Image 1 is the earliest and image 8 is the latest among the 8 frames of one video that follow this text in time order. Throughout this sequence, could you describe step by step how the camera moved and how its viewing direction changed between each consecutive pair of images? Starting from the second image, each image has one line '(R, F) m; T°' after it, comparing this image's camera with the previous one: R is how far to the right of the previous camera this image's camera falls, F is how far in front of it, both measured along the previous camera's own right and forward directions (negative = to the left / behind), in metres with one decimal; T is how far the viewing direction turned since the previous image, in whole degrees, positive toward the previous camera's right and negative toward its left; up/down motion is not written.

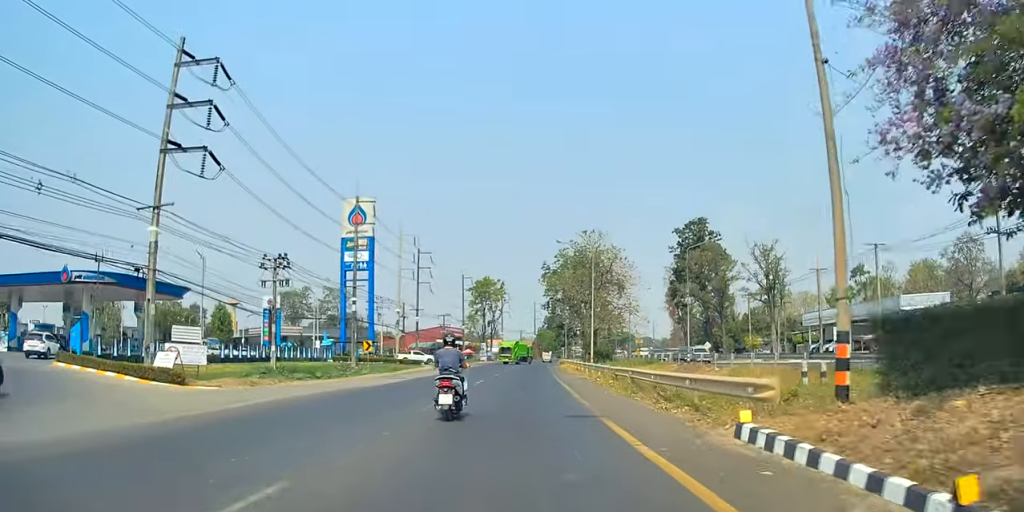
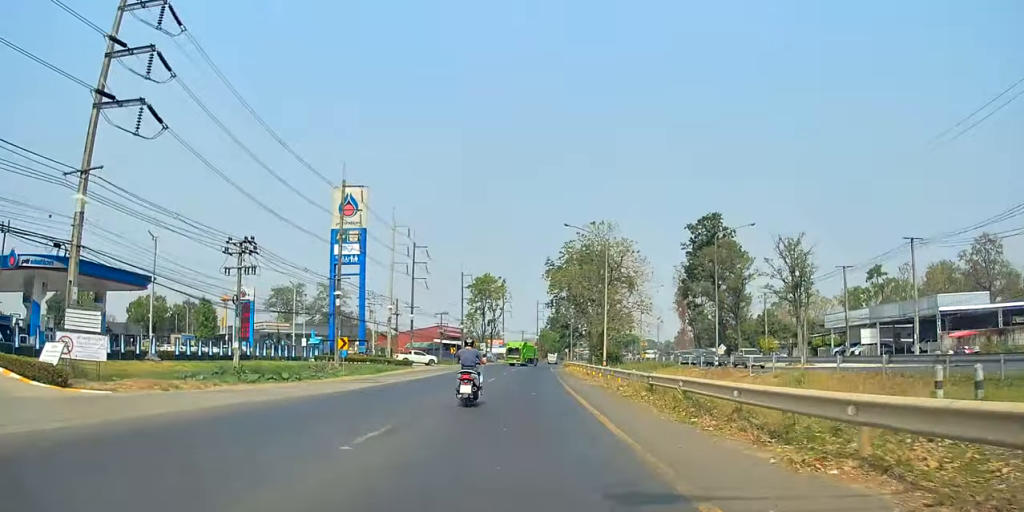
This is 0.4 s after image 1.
(+0.1, +7.0) m; +1°
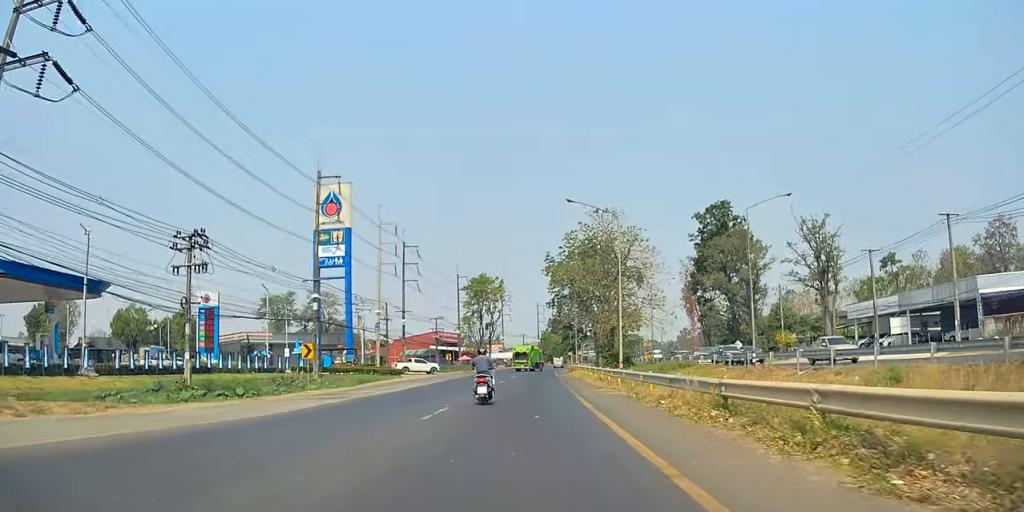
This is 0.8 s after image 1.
(0.0, +7.3) m; 0°
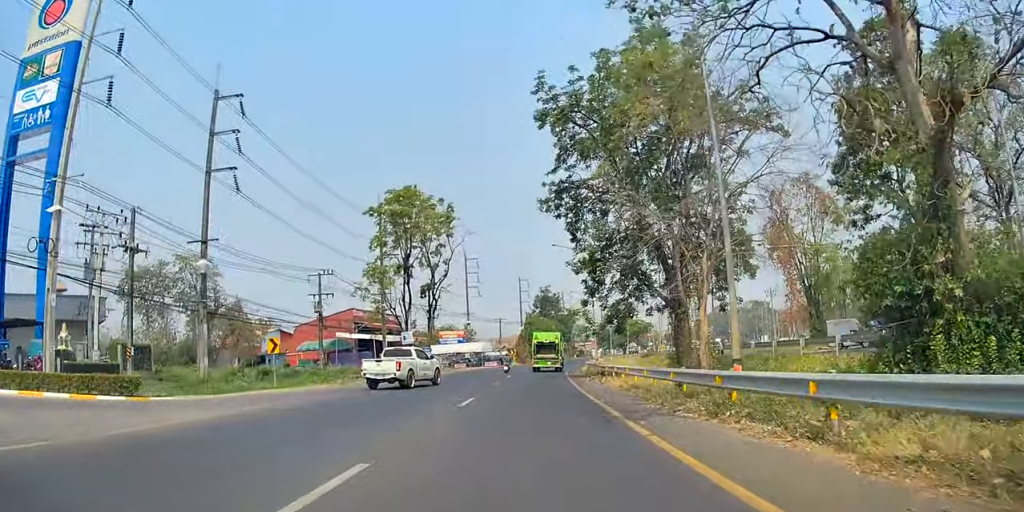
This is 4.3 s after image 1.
(+0.3, +58.2) m; -1°
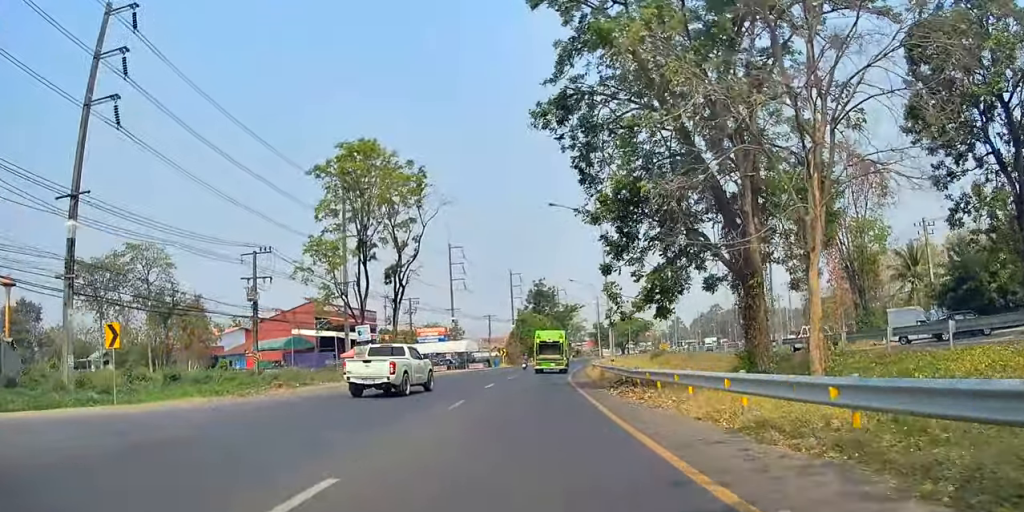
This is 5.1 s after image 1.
(+0.2, +13.8) m; +1°
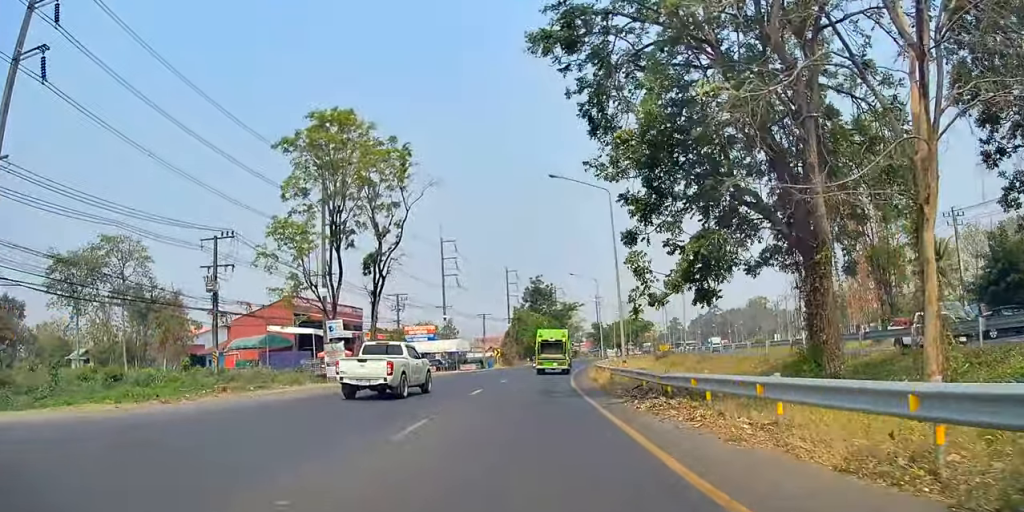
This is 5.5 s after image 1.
(0.0, +6.1) m; 0°
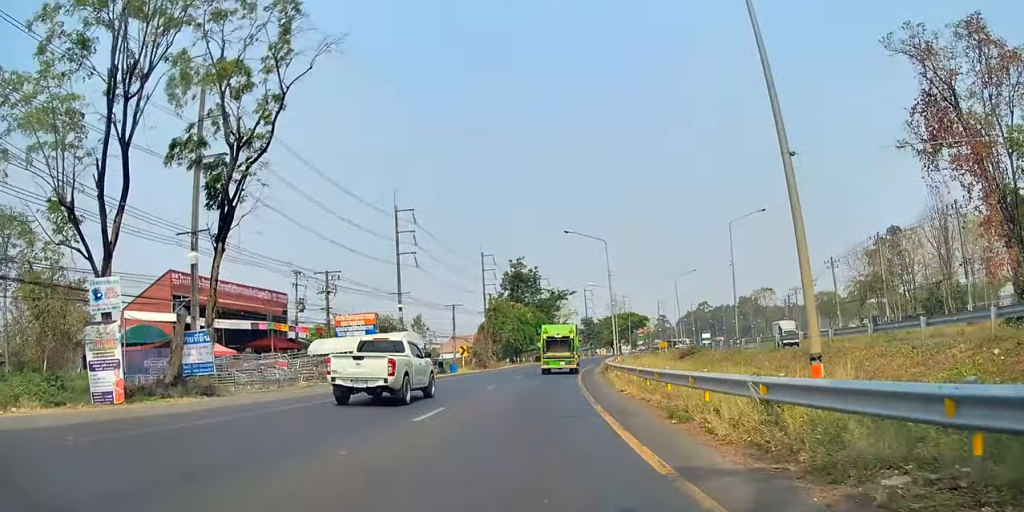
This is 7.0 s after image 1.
(+0.4, +21.4) m; +1°
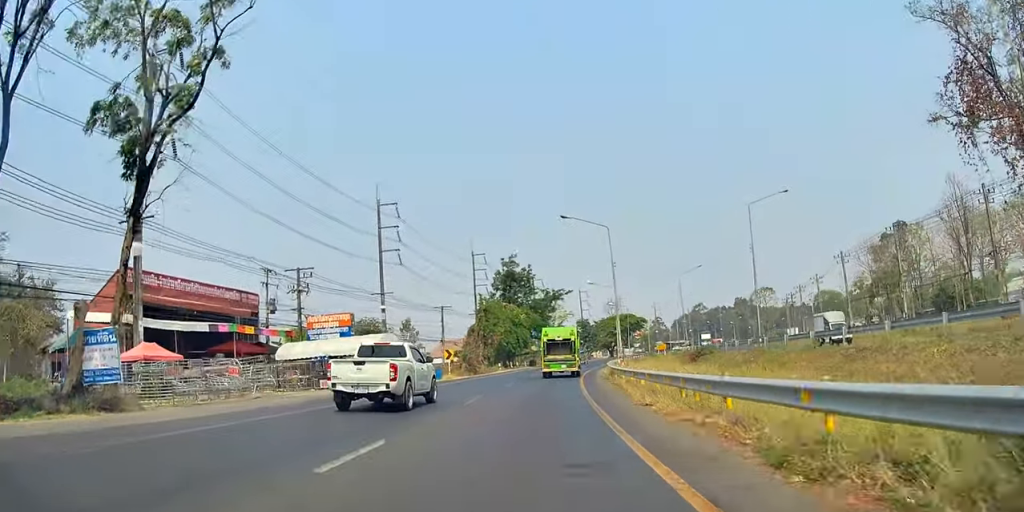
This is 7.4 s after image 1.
(+0.1, +5.9) m; 0°
